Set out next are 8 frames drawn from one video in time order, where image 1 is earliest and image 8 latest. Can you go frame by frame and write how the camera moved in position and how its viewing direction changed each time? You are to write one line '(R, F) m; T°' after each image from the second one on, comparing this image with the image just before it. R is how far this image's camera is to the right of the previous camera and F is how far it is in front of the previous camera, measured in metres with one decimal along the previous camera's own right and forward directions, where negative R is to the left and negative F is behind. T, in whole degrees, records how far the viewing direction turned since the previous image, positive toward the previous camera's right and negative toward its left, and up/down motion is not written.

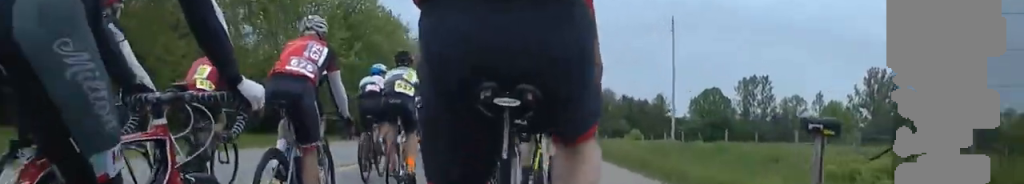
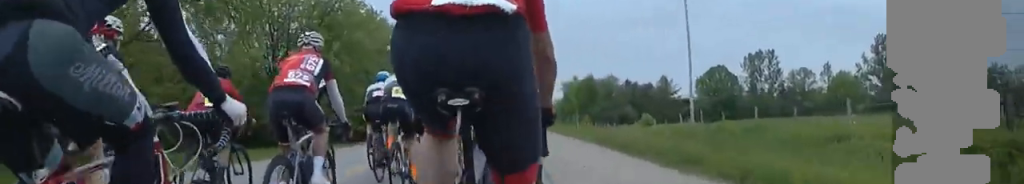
(+0.3, +5.0) m; +1°
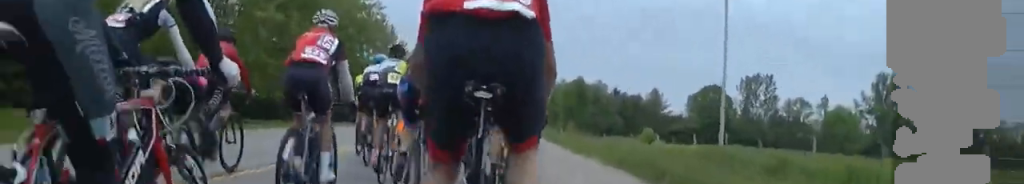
(0.0, +8.7) m; 0°
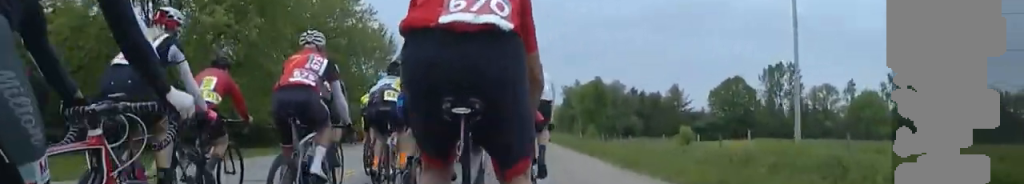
(-0.1, +6.6) m; 0°
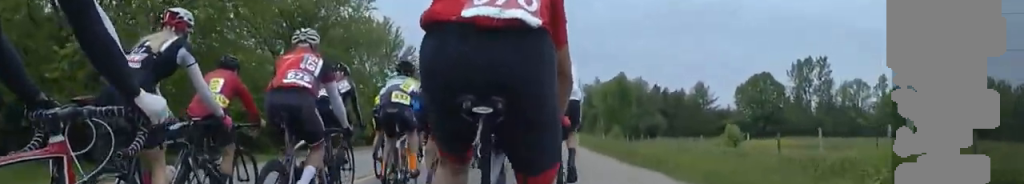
(+0.4, +5.9) m; 0°
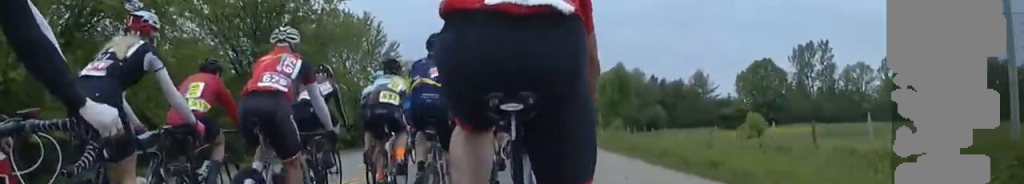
(-0.4, +4.5) m; 0°
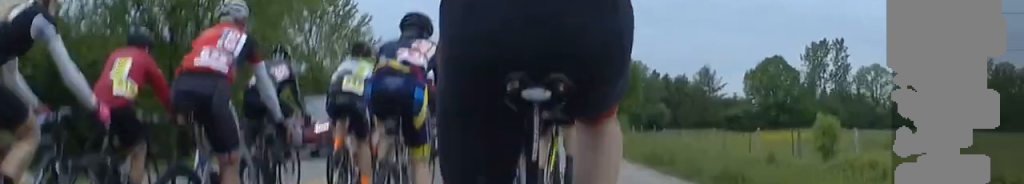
(+0.4, +9.0) m; -1°
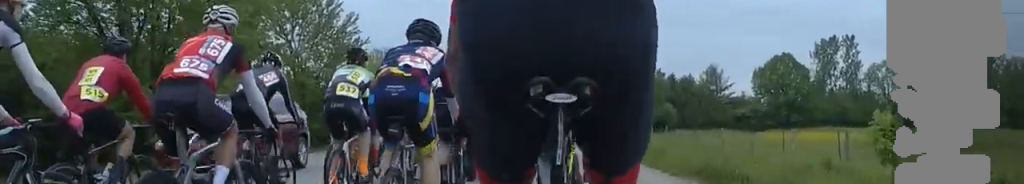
(-0.3, +4.4) m; -3°
